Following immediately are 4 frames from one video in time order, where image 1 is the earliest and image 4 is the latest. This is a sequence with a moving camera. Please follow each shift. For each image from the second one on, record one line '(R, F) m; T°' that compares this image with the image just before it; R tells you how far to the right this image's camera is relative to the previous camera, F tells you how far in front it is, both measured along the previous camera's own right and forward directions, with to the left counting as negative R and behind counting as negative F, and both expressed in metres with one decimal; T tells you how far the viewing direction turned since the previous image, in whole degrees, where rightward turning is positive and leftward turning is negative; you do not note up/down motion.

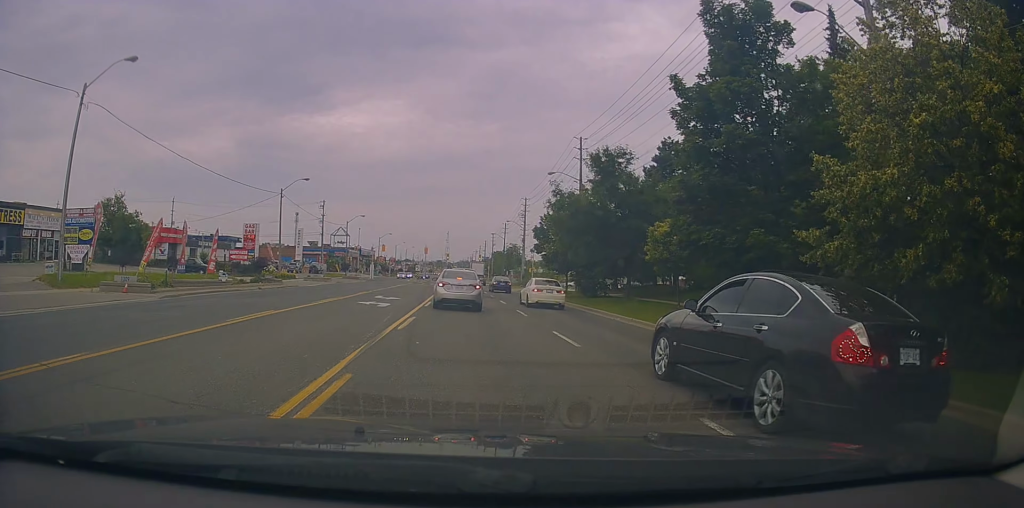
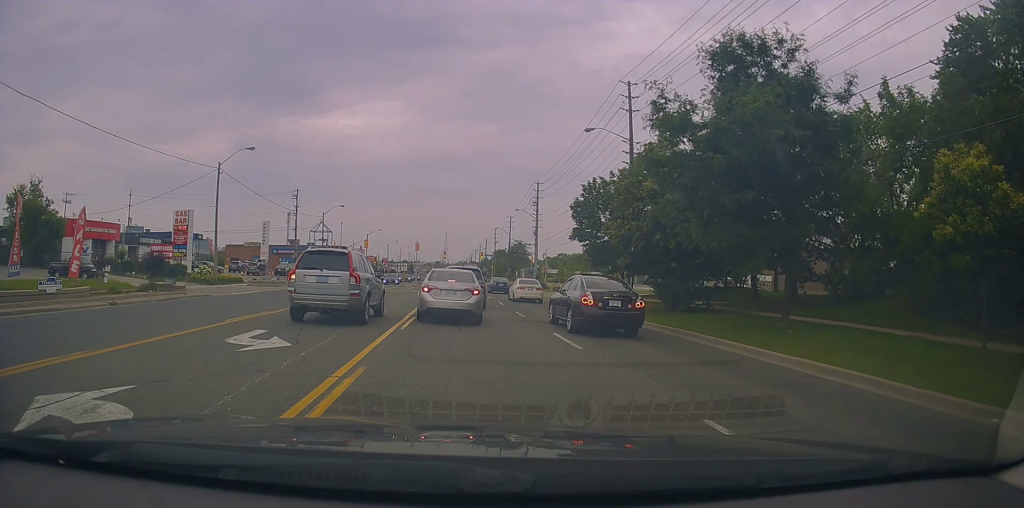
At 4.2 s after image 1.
(-0.1, +19.0) m; +1°
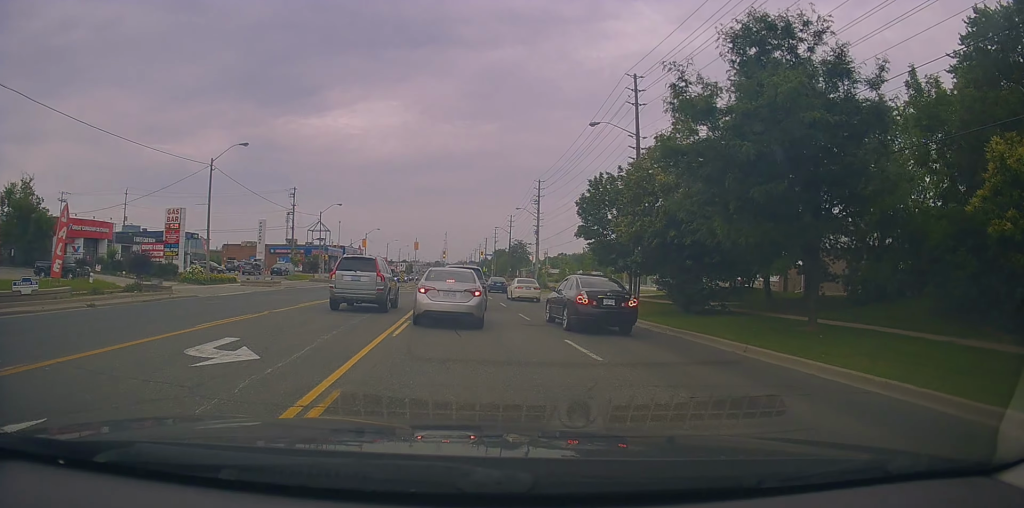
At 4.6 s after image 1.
(0.0, +1.6) m; +4°
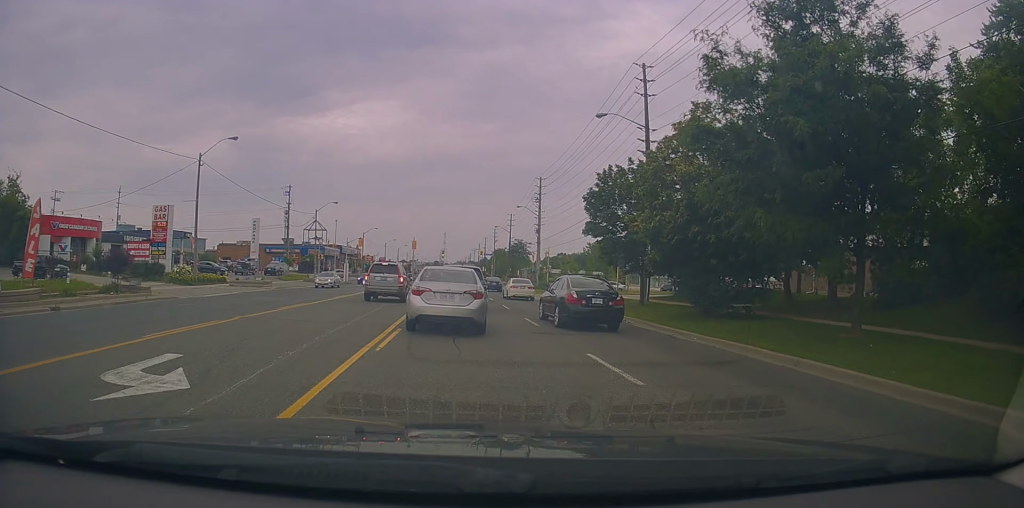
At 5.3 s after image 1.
(+0.2, +2.3) m; +3°
